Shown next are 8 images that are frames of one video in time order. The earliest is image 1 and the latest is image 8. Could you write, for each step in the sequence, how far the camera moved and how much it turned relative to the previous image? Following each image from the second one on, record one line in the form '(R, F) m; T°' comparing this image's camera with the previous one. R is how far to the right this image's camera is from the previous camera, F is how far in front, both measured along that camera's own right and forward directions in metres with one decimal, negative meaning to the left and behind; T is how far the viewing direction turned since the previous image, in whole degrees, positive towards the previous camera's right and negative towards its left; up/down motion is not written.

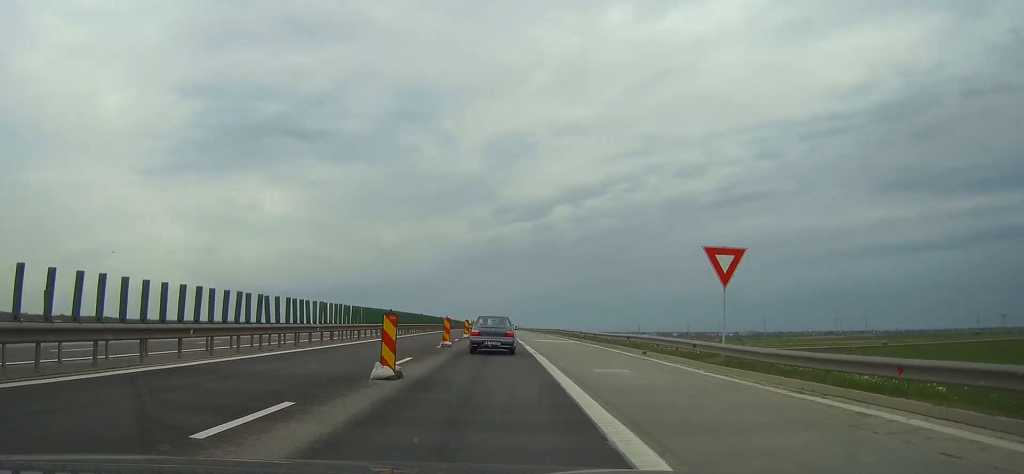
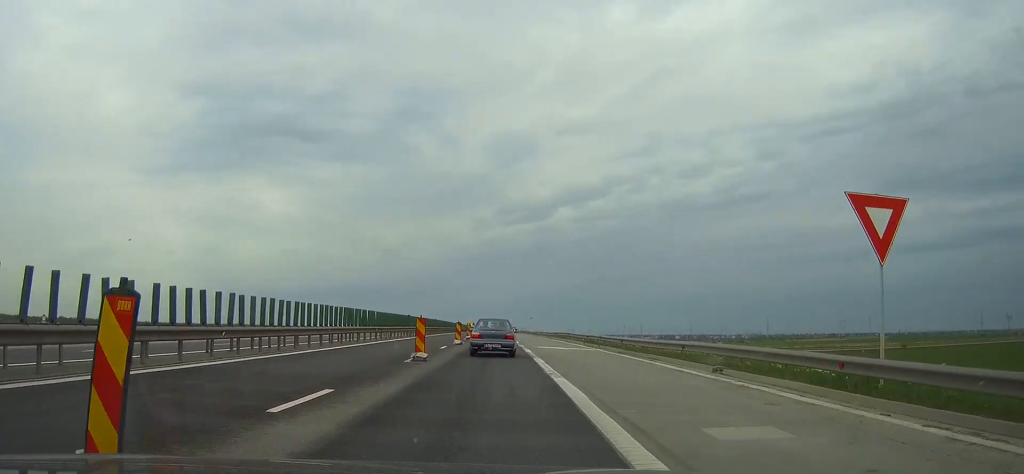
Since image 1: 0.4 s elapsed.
(-0.1, +10.0) m; 0°
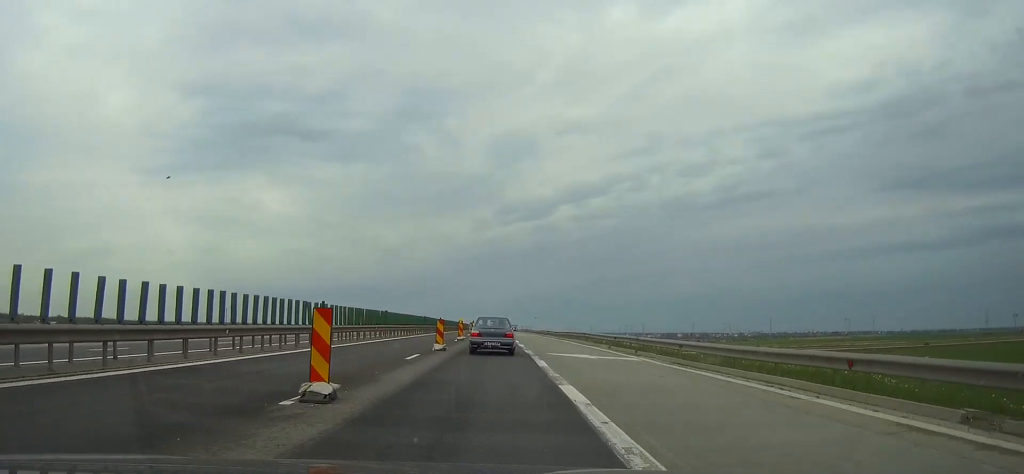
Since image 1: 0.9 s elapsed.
(0.0, +11.6) m; 0°
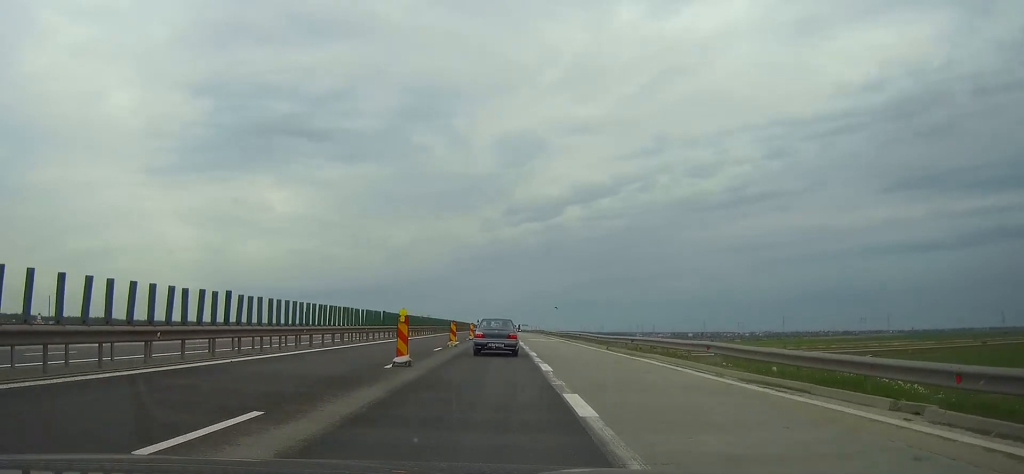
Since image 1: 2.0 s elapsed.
(-0.1, +28.3) m; 0°
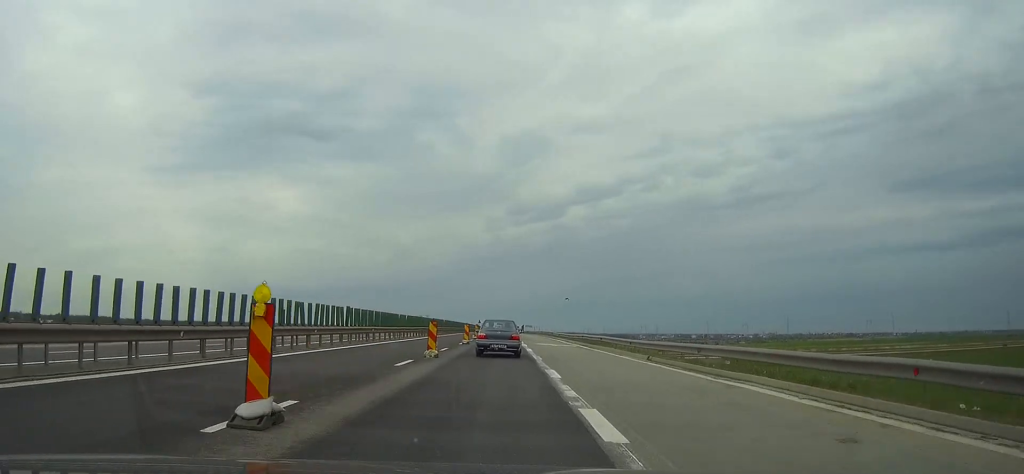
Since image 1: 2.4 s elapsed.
(0.0, +10.8) m; 0°
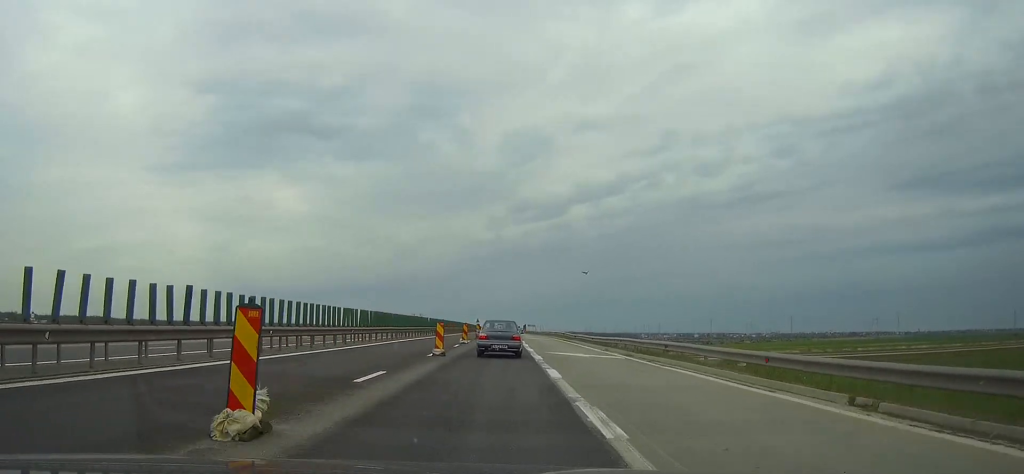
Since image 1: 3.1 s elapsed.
(0.0, +17.5) m; 0°
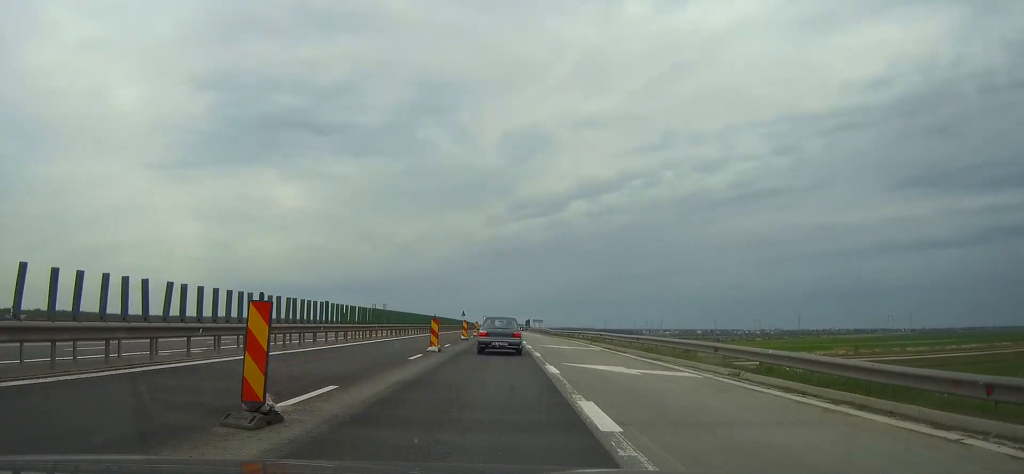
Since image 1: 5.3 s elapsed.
(-0.1, +53.1) m; 0°
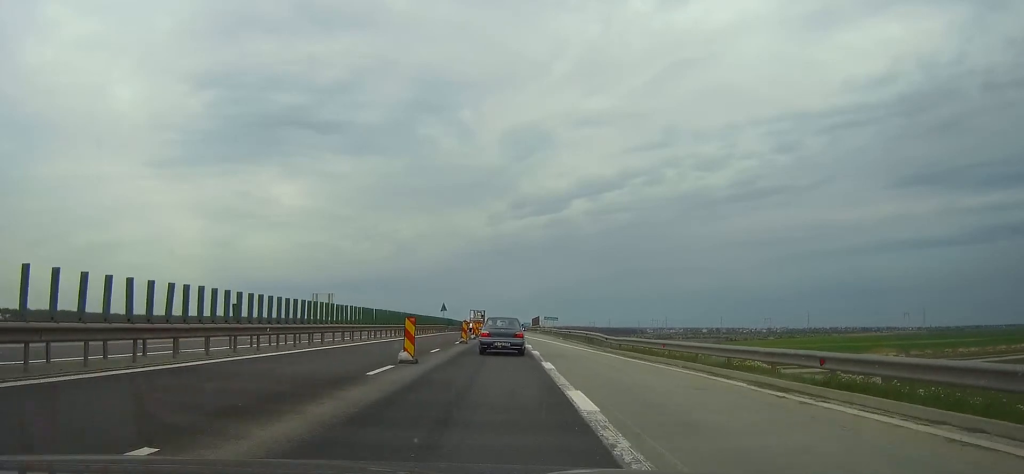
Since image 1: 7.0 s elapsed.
(0.0, +42.8) m; 0°
